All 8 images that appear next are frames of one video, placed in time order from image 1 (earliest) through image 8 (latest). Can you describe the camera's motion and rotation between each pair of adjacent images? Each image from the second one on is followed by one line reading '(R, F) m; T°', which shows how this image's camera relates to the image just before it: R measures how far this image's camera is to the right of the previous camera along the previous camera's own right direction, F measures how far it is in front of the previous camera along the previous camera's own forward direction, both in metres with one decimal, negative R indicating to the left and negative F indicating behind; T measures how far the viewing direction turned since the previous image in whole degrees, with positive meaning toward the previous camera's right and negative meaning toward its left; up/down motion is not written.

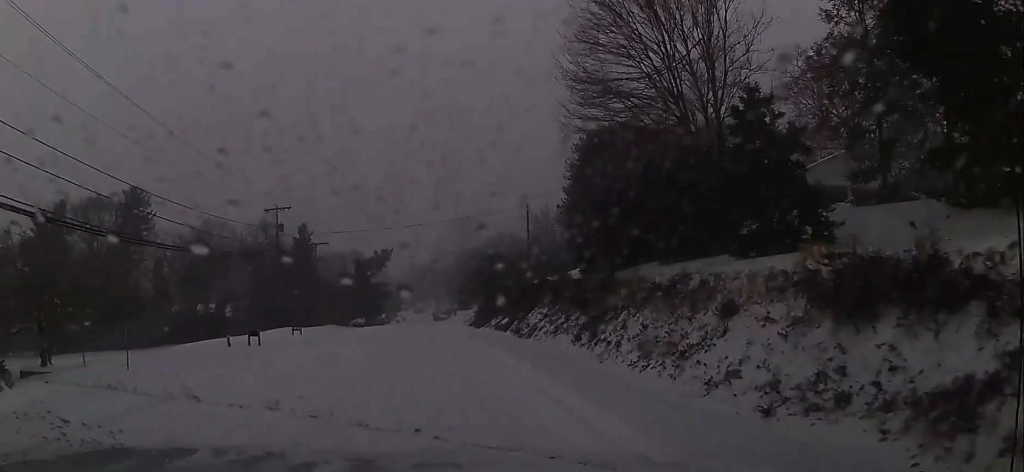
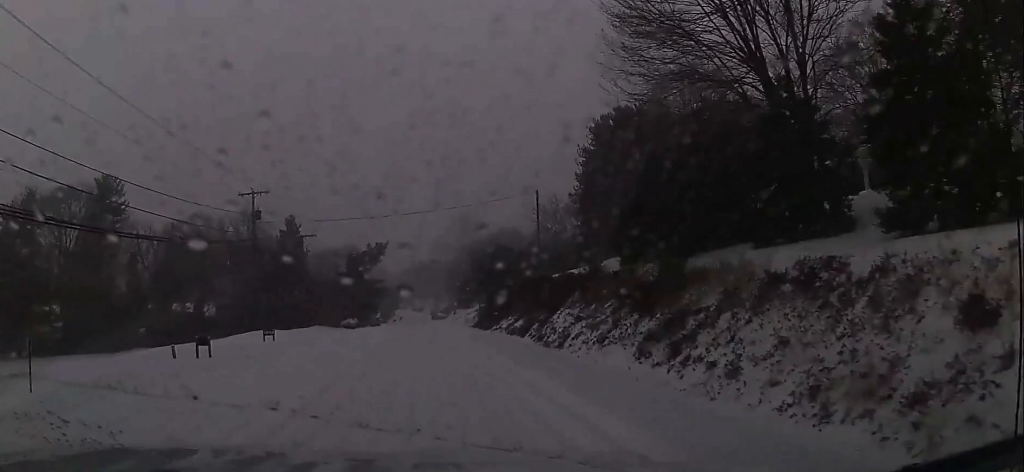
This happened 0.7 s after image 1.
(-0.1, +7.5) m; 0°
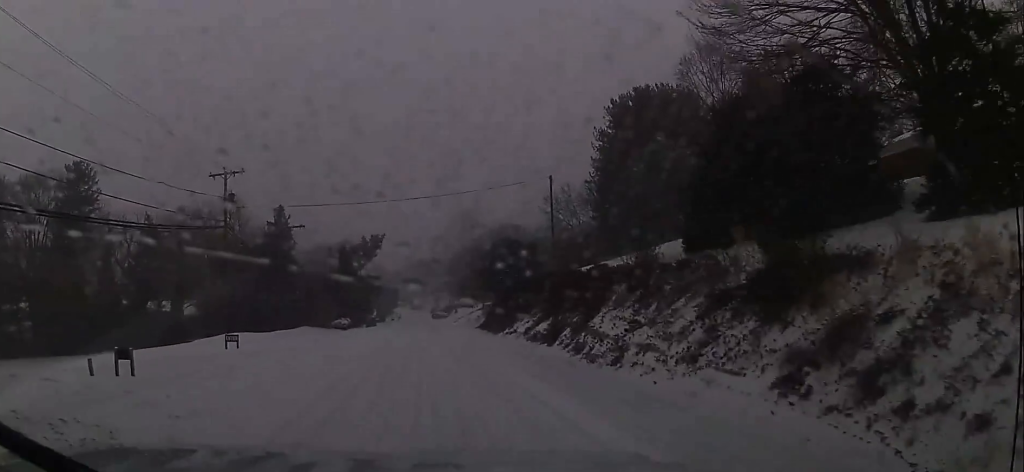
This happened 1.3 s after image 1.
(-0.1, +7.1) m; +1°
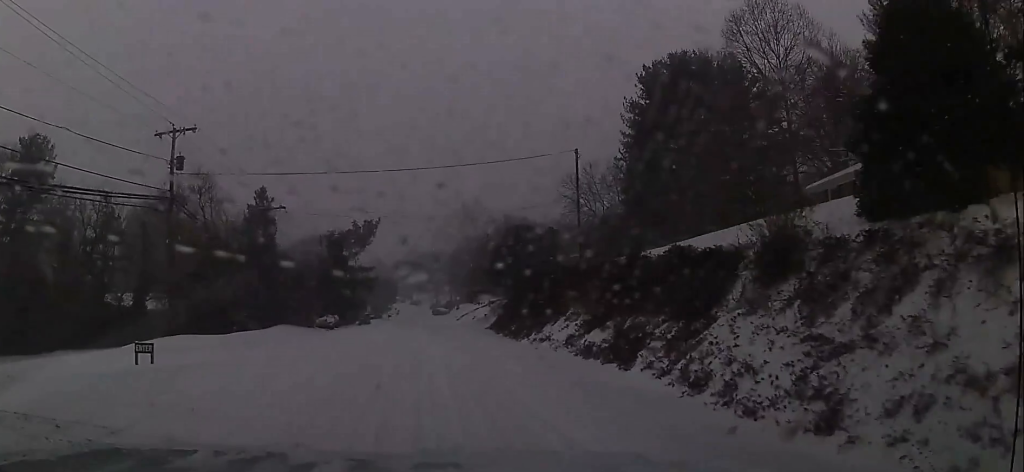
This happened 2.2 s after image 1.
(+0.3, +9.6) m; -1°
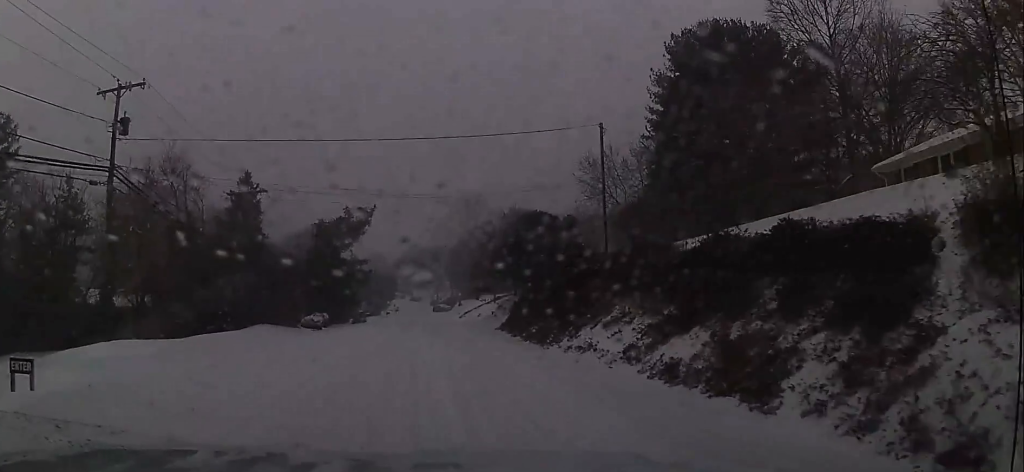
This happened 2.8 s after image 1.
(-0.2, +6.8) m; -1°
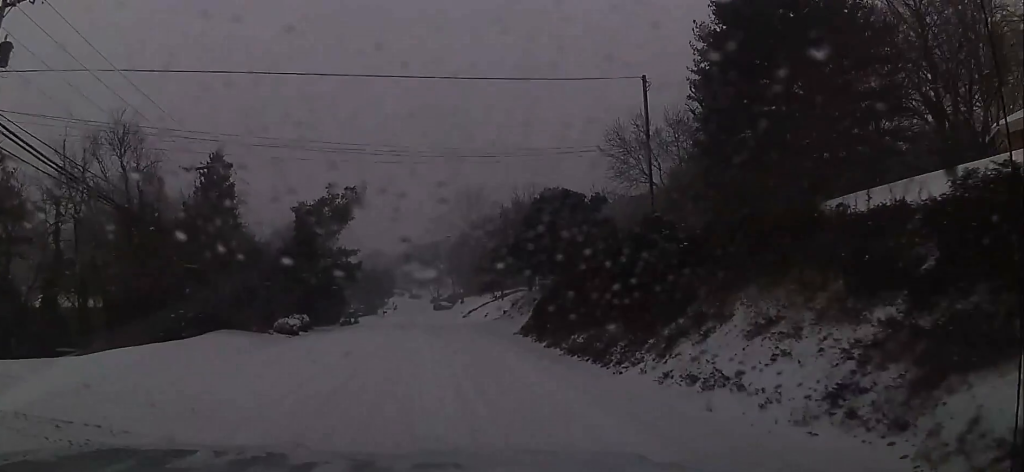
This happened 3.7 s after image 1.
(-0.1, +9.1) m; +1°
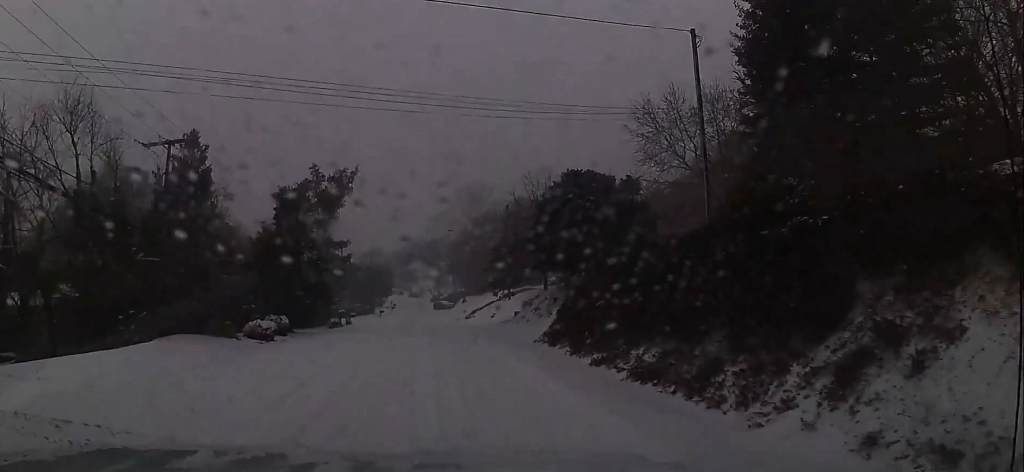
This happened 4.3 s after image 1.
(+0.2, +6.8) m; +2°
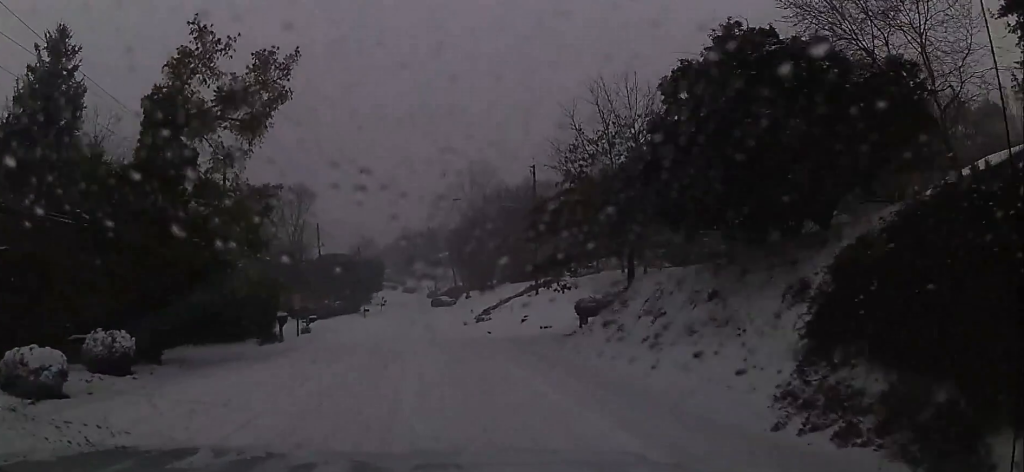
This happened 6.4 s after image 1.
(0.0, +20.3) m; 0°
